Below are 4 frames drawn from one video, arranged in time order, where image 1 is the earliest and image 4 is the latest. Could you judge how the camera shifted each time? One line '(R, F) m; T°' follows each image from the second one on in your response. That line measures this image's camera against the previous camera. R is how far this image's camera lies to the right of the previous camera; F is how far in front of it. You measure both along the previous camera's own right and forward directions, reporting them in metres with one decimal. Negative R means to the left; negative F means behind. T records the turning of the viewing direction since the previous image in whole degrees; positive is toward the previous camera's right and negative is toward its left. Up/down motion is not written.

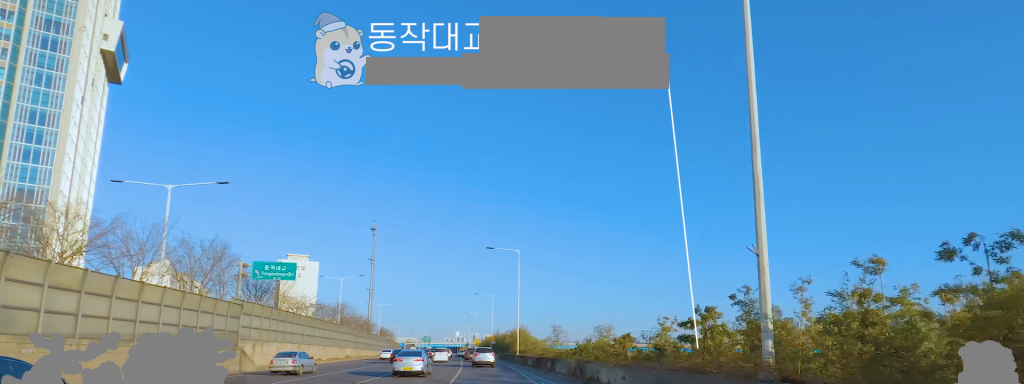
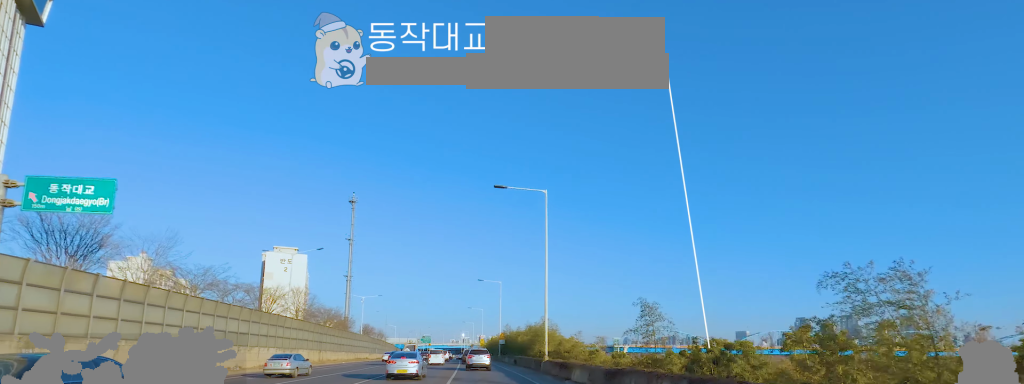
(+0.1, +21.5) m; -3°
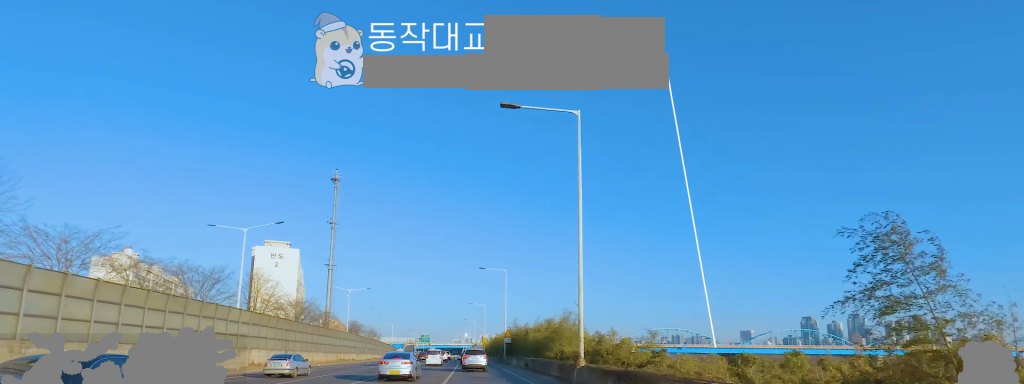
(-0.4, +11.3) m; +1°
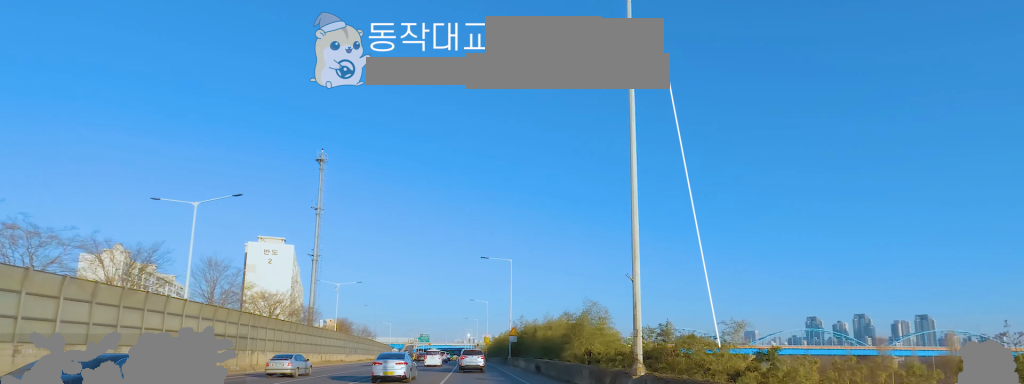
(-0.4, +7.8) m; +3°
